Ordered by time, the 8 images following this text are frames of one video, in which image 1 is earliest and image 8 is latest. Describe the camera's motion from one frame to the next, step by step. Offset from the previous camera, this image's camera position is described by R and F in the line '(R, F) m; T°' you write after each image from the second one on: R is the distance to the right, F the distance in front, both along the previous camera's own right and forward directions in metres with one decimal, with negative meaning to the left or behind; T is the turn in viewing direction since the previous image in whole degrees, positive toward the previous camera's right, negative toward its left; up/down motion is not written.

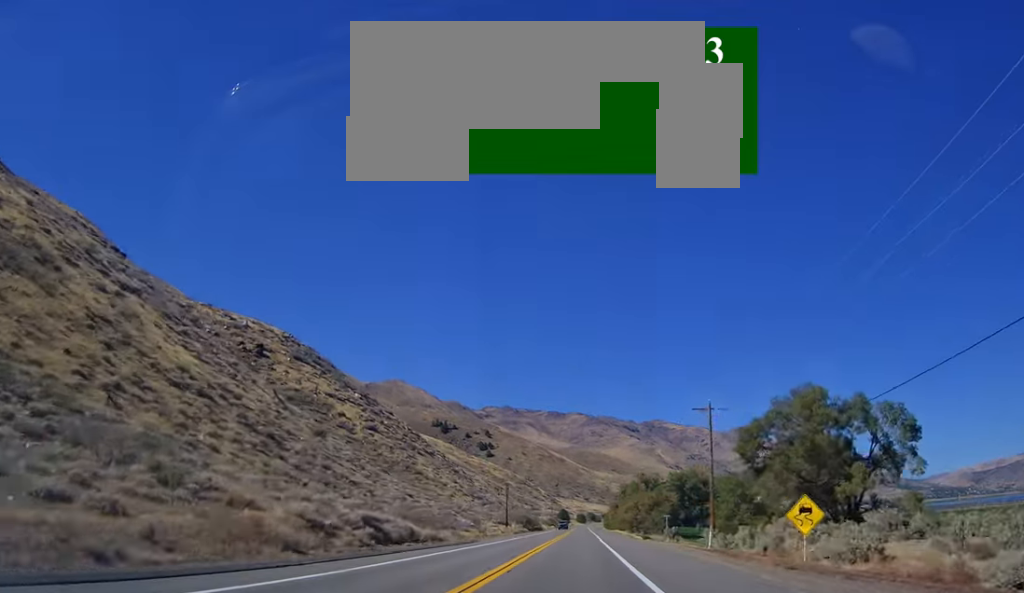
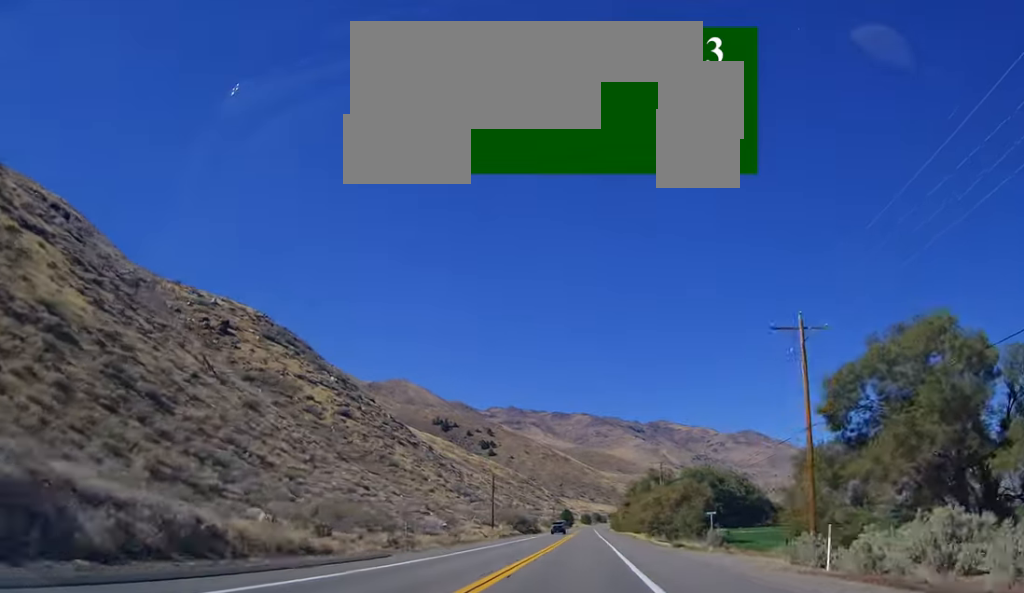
(-0.4, +23.1) m; -1°
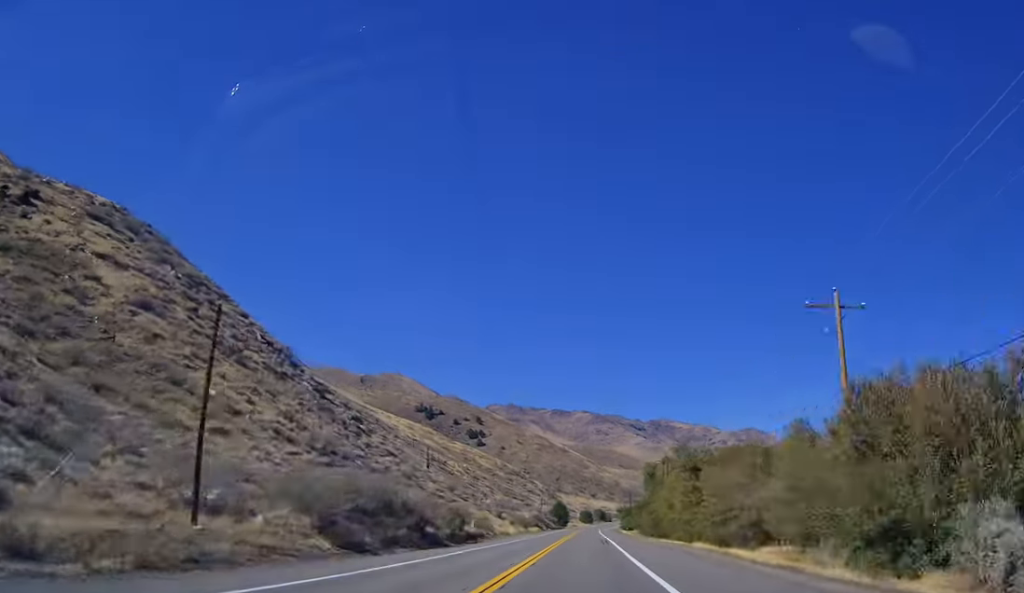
(-0.1, +73.0) m; 0°
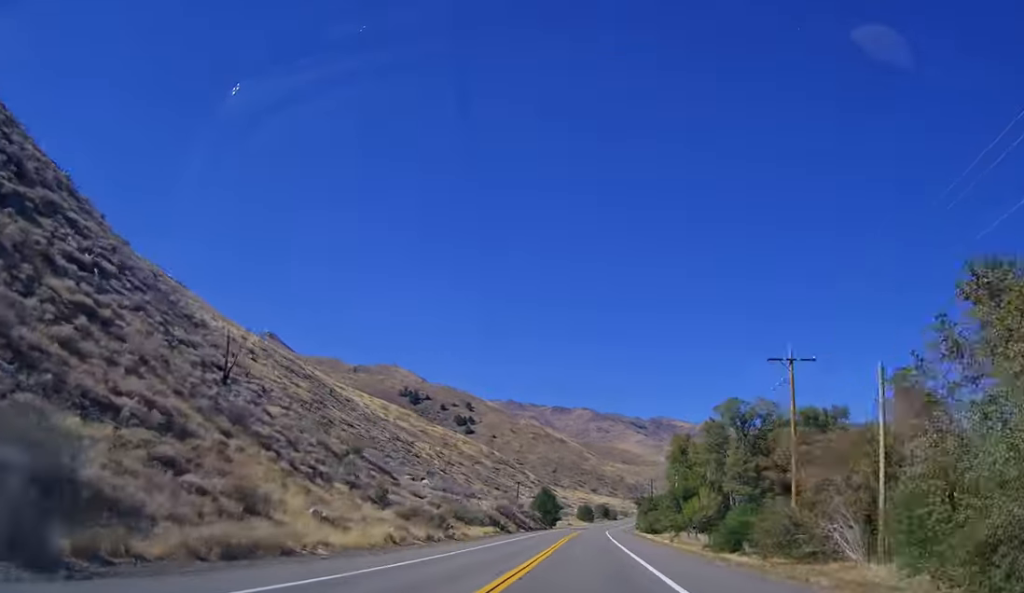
(-0.6, +61.2) m; +1°
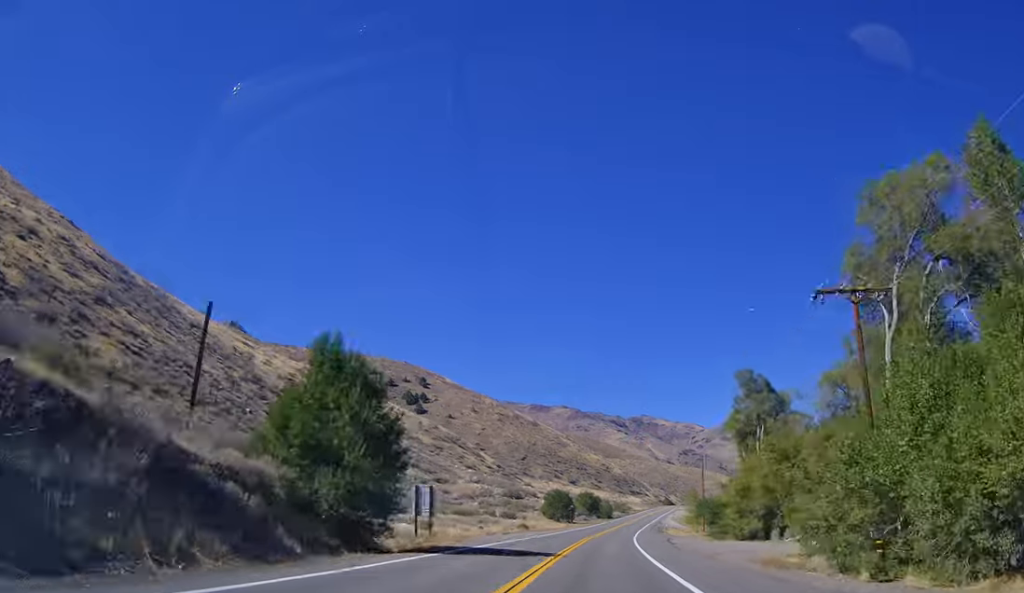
(+5.0, +100.2) m; +4°
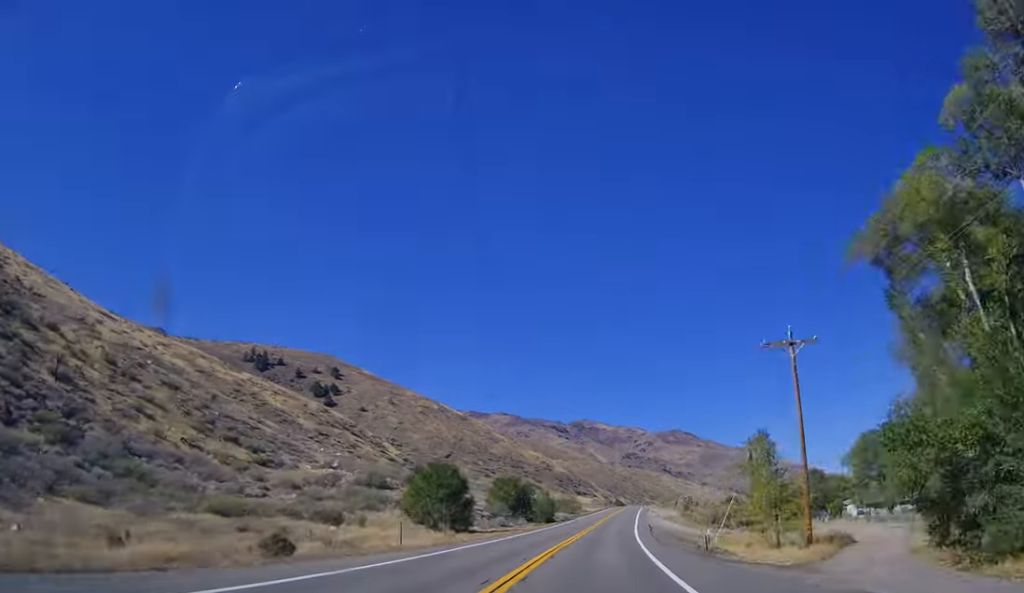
(0.0, +62.3) m; 0°
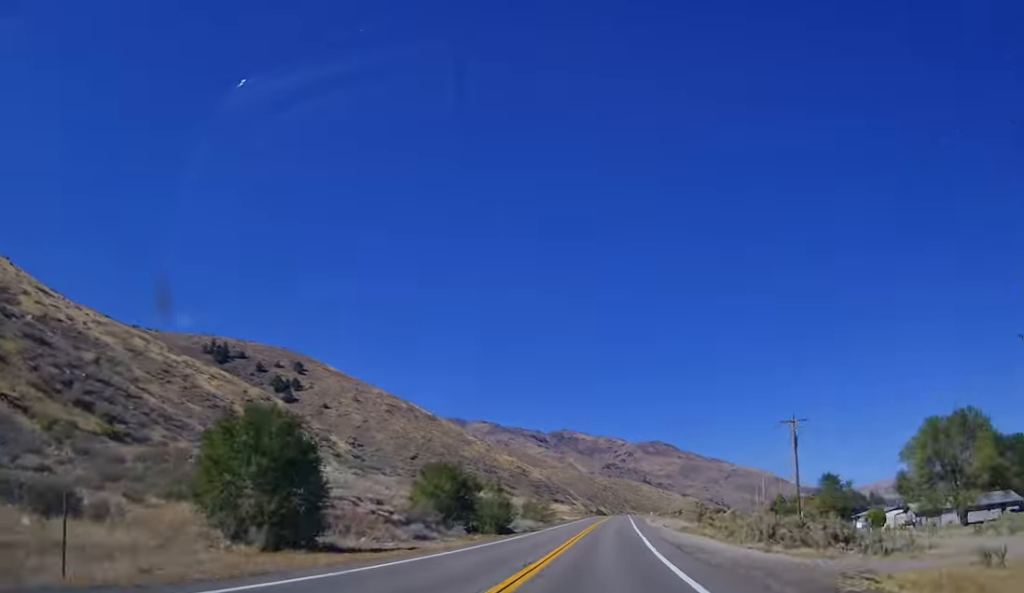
(0.0, +28.0) m; 0°
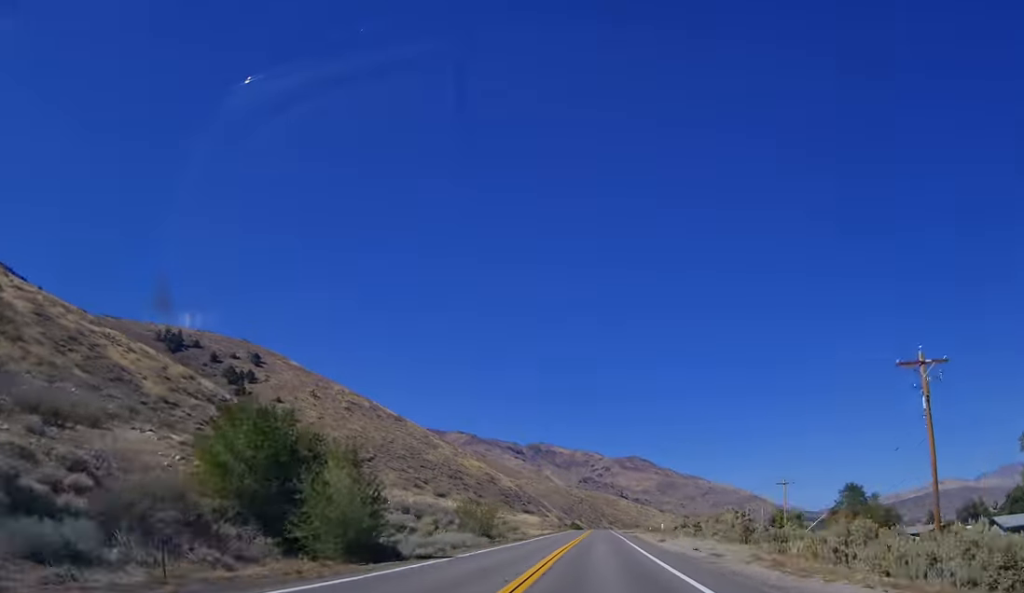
(0.0, +29.6) m; +1°
